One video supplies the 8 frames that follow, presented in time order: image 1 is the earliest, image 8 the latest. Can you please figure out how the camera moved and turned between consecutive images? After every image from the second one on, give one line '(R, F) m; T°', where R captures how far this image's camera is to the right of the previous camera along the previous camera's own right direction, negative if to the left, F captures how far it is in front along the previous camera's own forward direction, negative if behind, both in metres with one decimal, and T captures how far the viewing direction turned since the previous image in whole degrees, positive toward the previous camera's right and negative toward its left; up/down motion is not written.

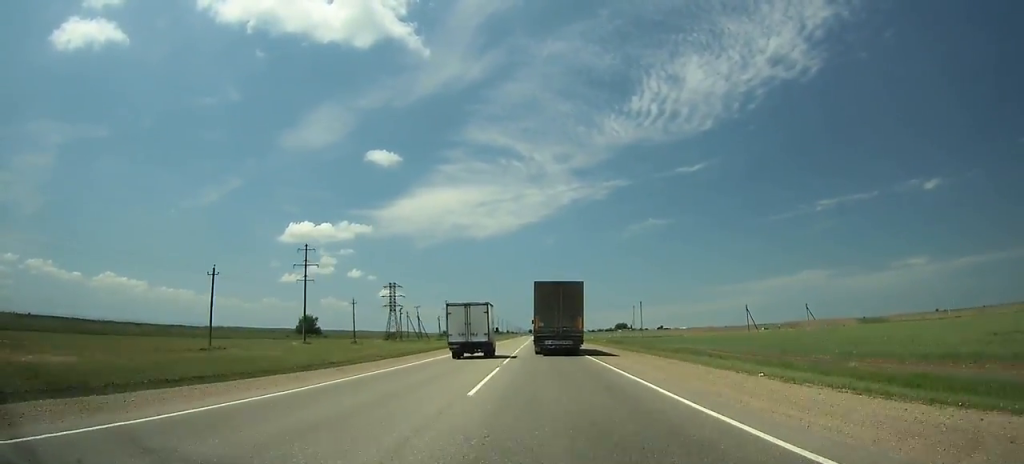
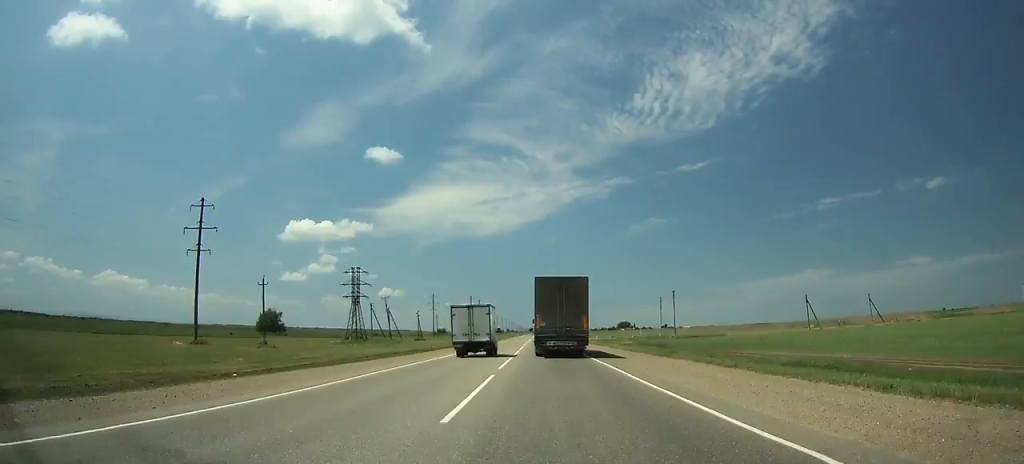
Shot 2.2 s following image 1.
(0.0, +39.6) m; 0°
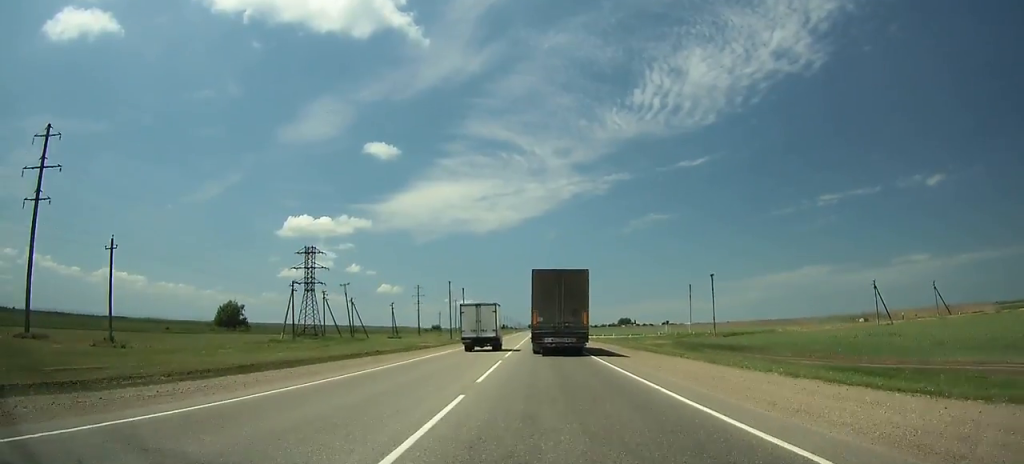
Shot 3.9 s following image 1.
(0.0, +30.8) m; 0°
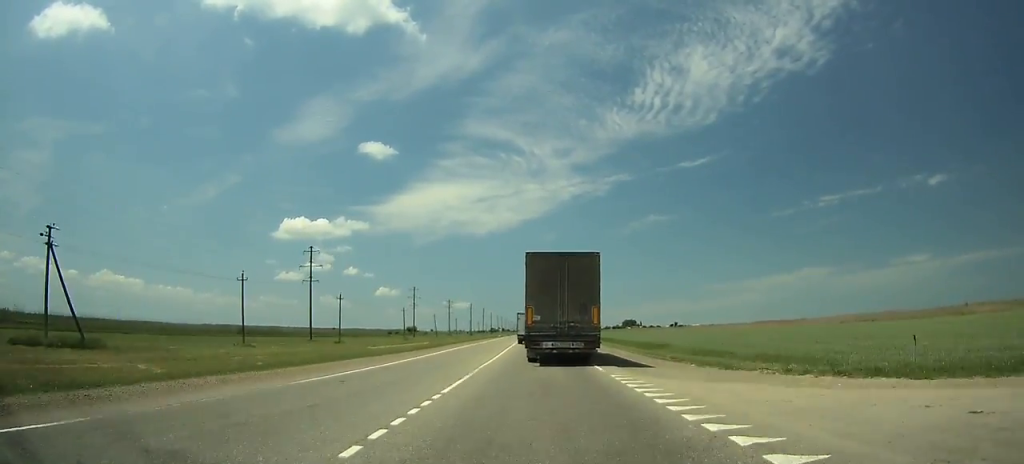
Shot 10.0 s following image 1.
(0.0, +109.6) m; 0°
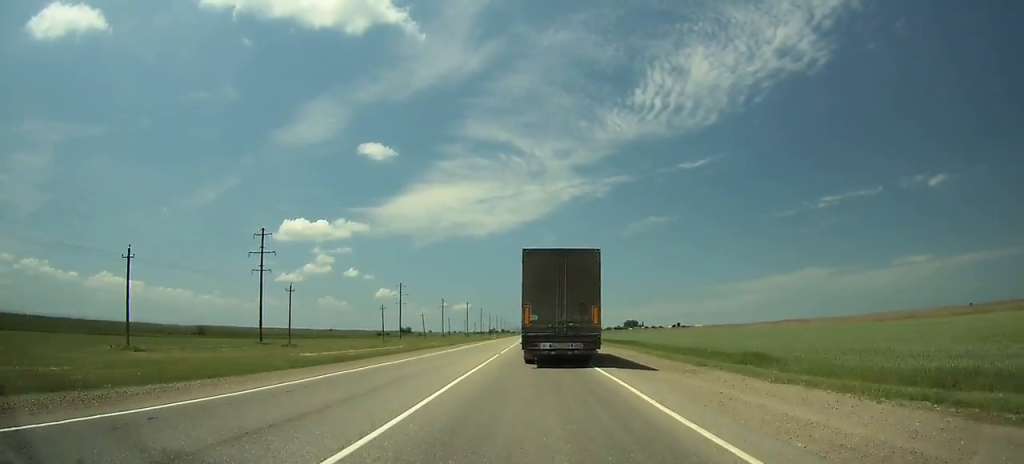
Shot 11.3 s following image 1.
(0.0, +23.0) m; 0°
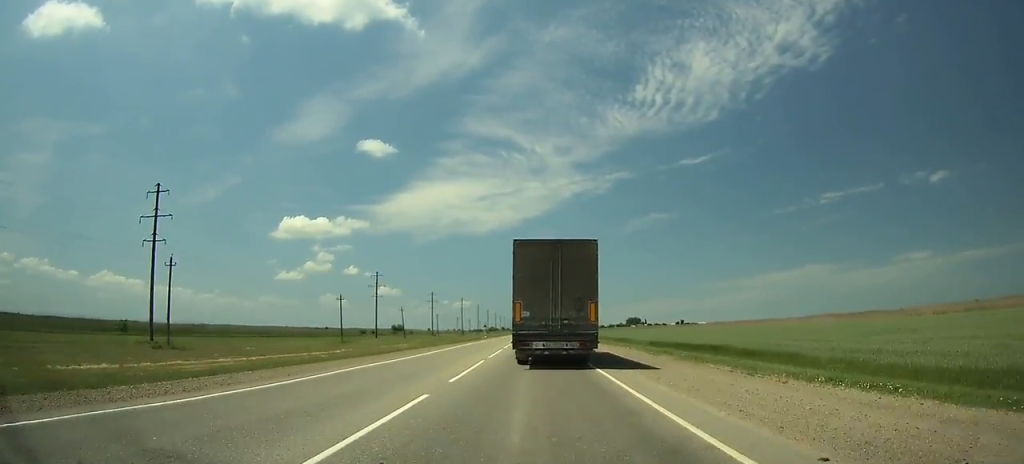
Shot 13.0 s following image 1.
(0.0, +30.1) m; 0°
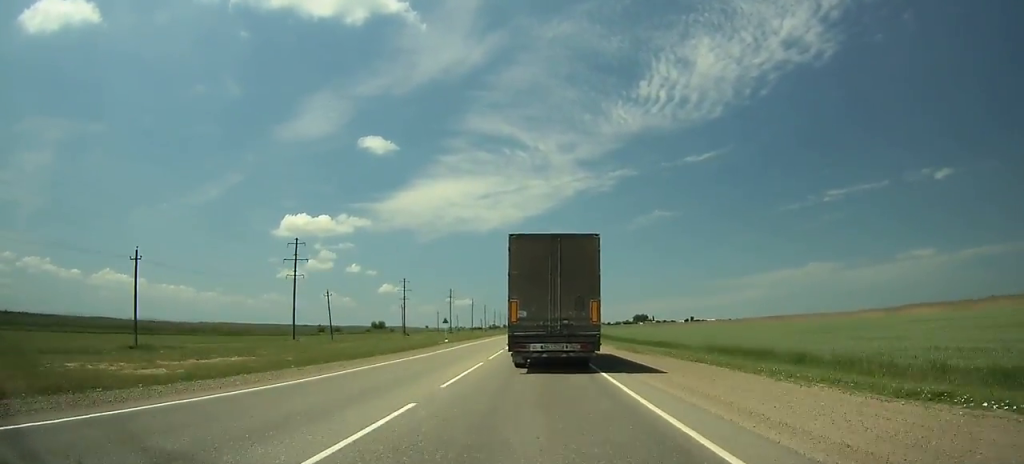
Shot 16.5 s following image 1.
(+0.2, +62.0) m; 0°
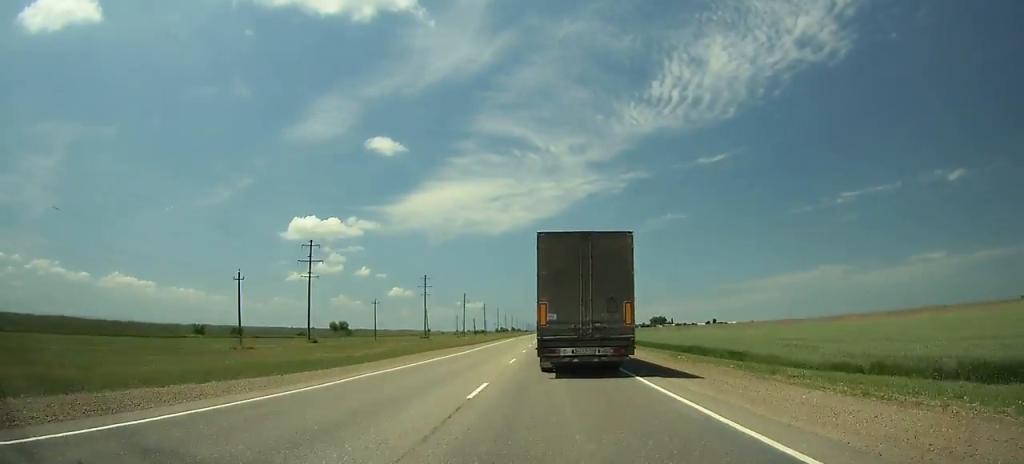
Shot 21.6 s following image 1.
(-0.7, +93.4) m; -1°
